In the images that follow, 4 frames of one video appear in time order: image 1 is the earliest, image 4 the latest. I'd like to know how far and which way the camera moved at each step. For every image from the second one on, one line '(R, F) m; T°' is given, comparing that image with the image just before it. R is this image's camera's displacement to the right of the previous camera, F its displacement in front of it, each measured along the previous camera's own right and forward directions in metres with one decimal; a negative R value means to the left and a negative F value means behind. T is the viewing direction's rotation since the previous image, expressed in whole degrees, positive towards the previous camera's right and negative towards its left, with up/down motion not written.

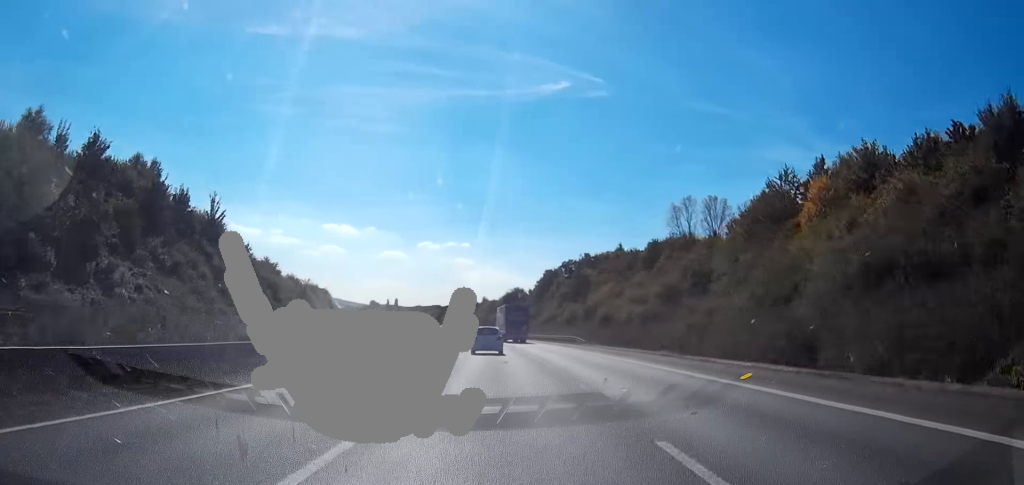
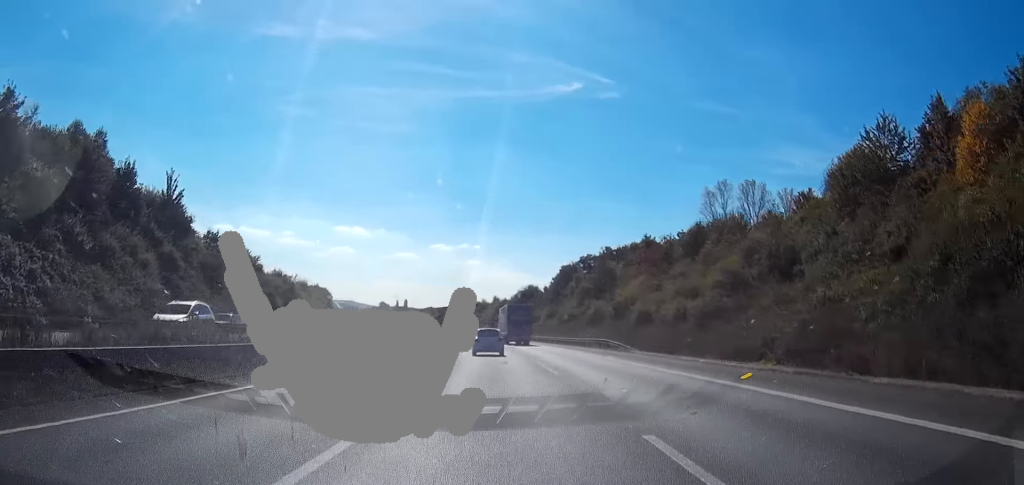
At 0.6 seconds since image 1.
(-0.2, +17.4) m; -1°
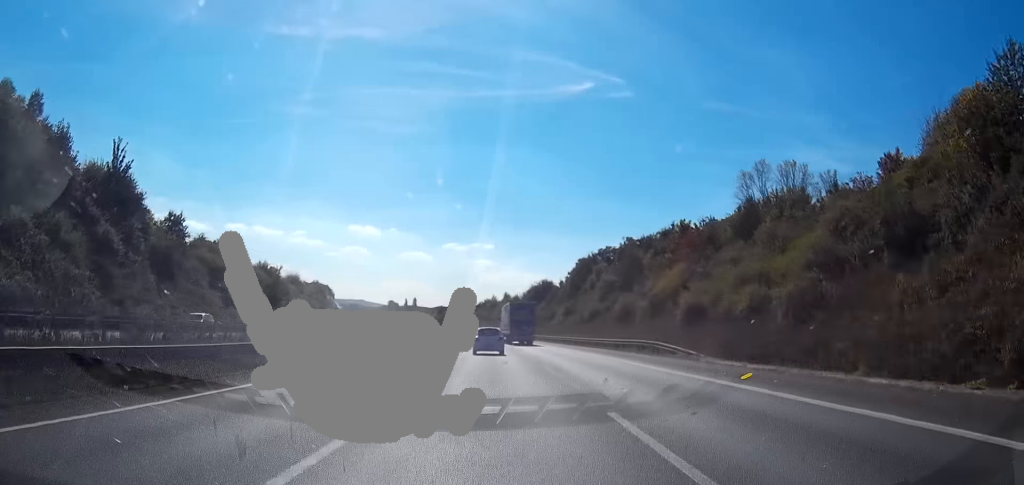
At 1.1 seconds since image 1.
(-0.2, +15.4) m; -1°
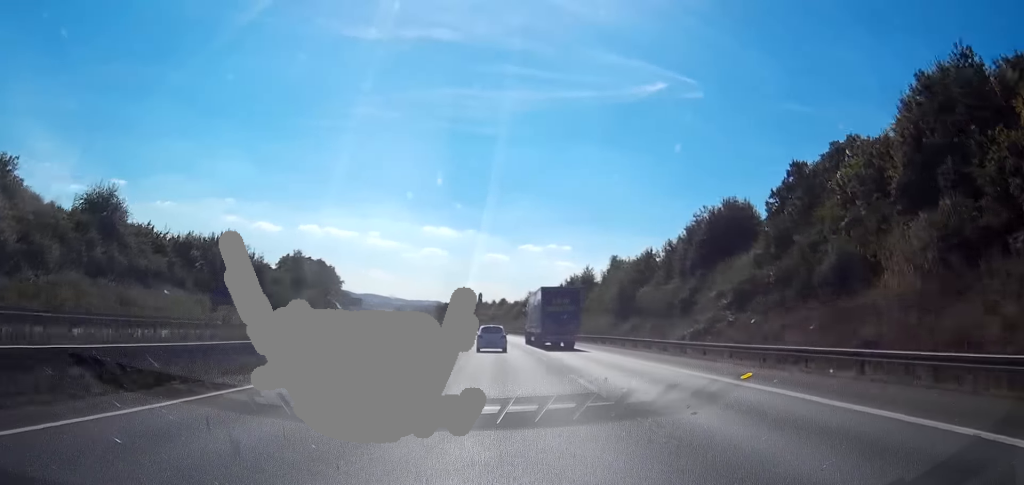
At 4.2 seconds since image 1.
(-4.1, +98.9) m; -6°
